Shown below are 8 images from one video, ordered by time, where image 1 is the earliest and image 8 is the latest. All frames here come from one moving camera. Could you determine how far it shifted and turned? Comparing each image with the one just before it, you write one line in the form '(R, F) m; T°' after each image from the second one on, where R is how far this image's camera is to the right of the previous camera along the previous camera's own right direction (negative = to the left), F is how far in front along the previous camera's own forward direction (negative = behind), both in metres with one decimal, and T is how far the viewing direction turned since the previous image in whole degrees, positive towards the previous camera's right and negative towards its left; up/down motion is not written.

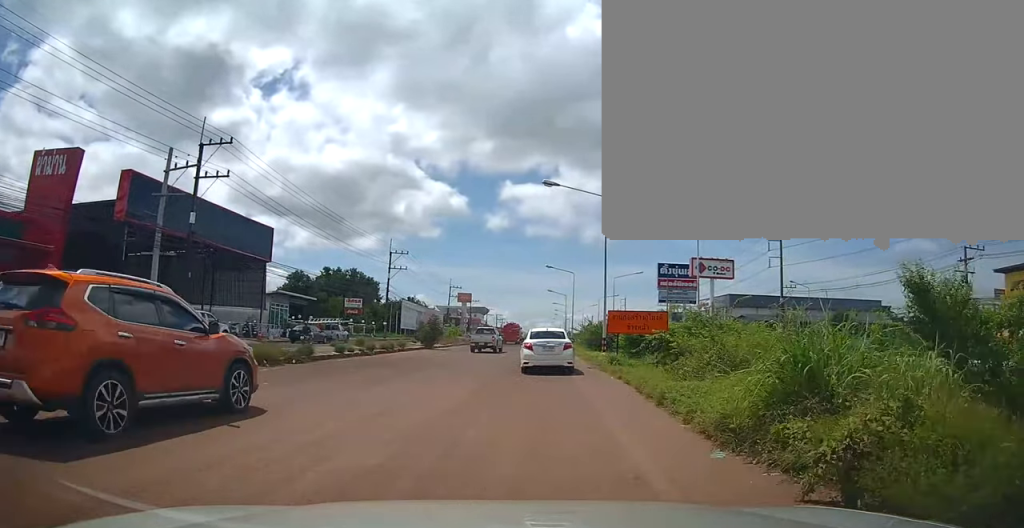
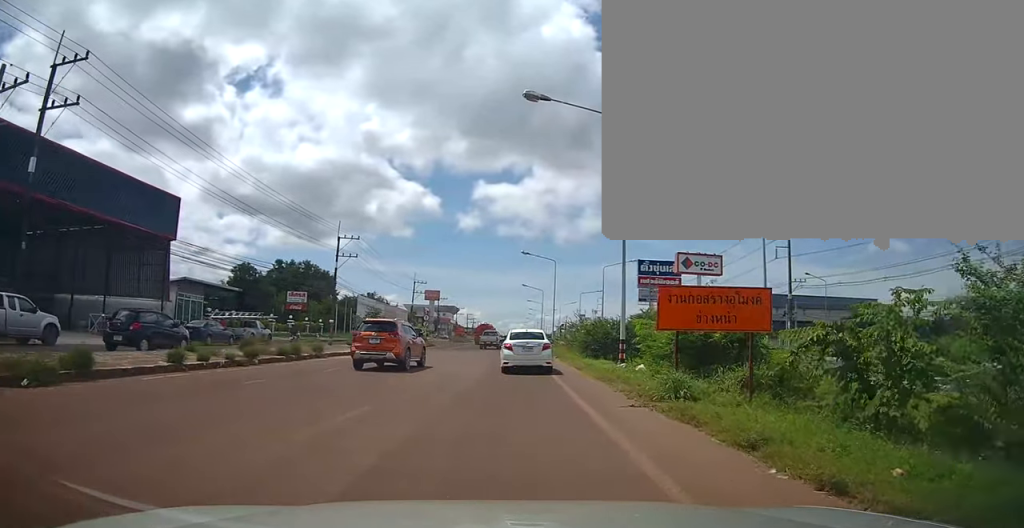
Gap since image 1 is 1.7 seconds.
(+0.3, +11.4) m; +1°
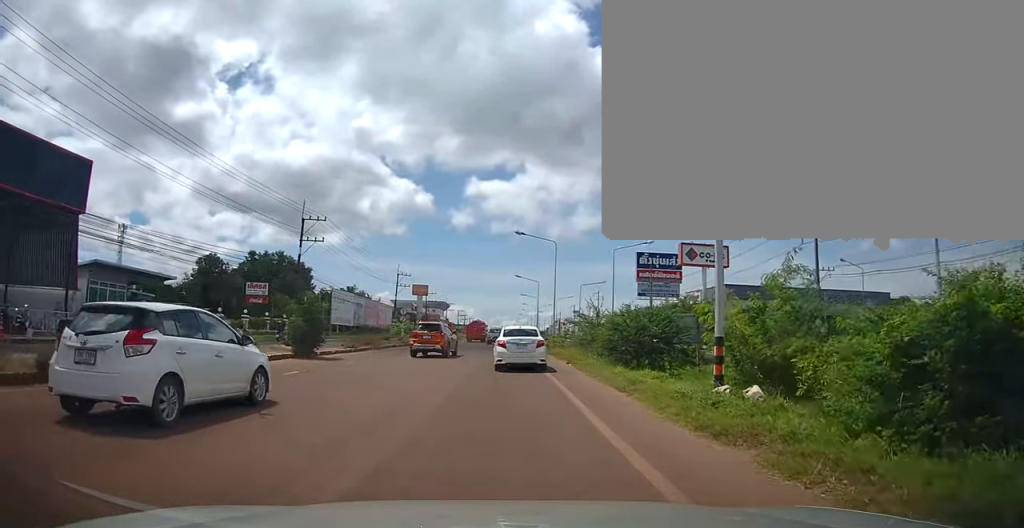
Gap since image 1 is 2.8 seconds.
(+0.2, +9.4) m; +5°
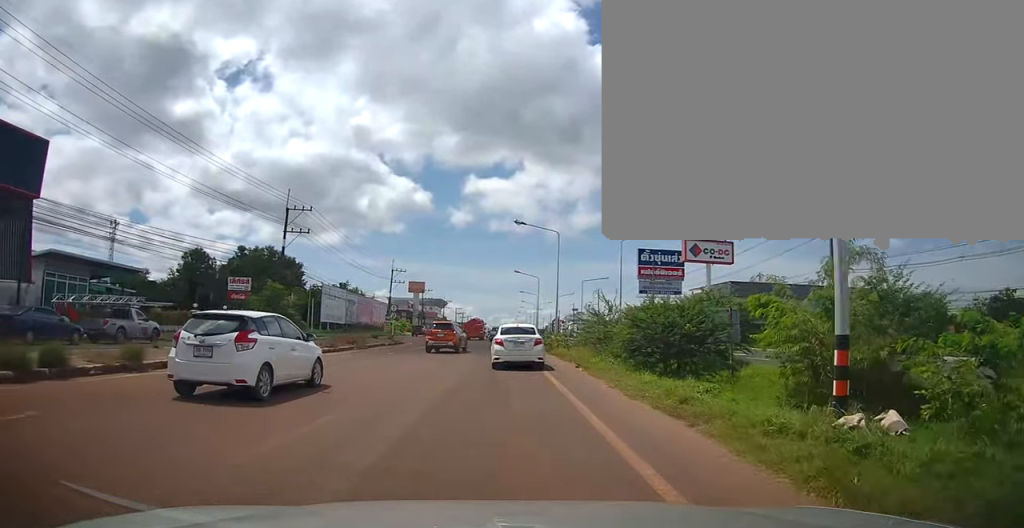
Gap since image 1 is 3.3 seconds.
(+0.2, +3.9) m; +2°
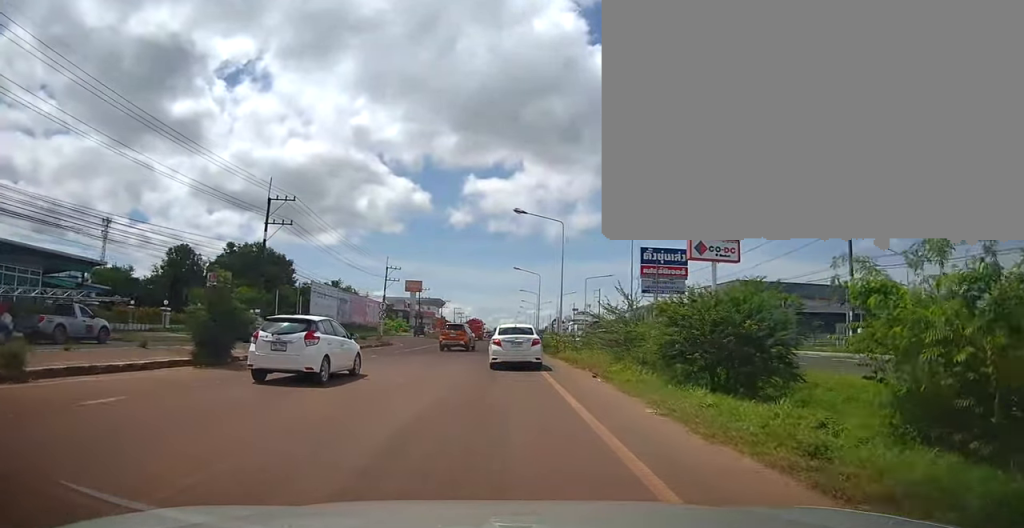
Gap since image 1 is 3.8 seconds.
(+0.1, +4.3) m; 0°
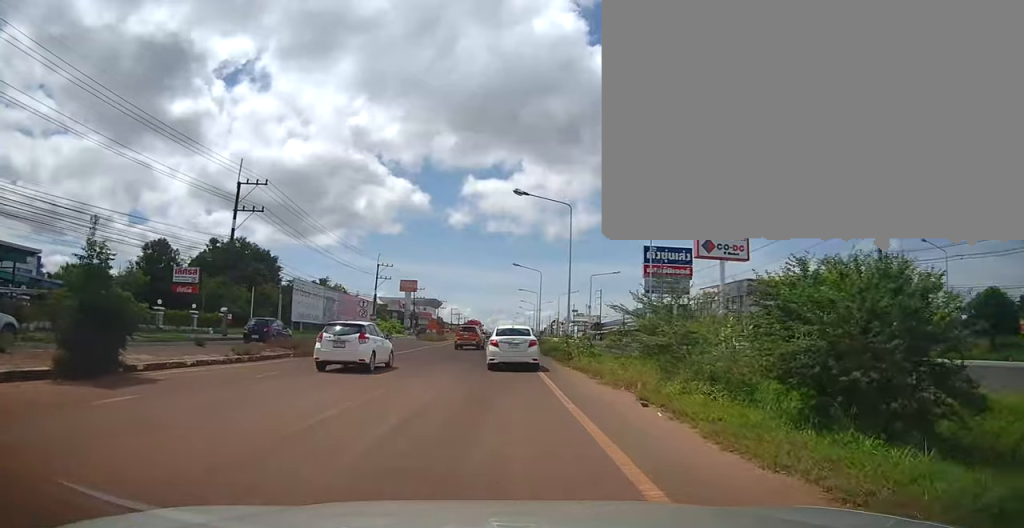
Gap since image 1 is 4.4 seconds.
(+0.2, +5.9) m; -3°
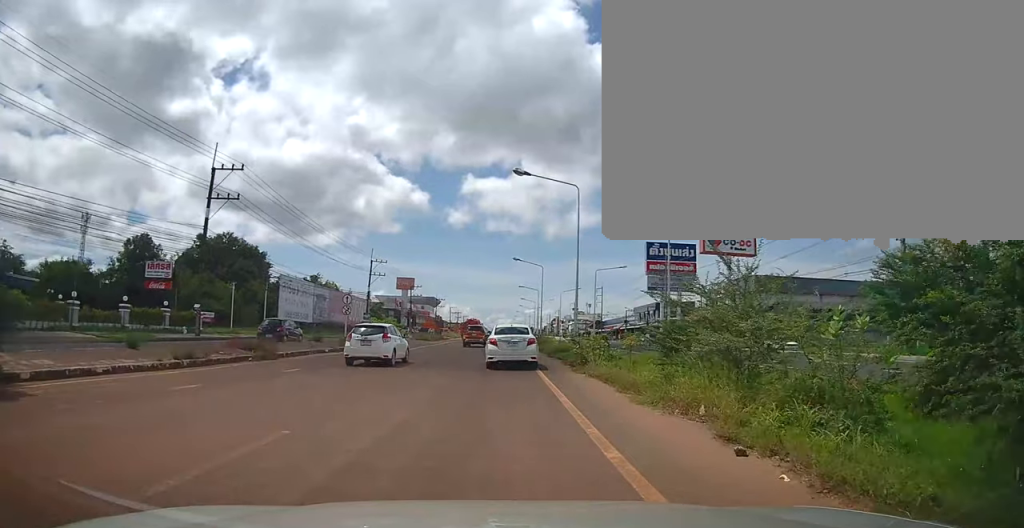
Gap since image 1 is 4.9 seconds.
(-0.3, +4.1) m; 0°
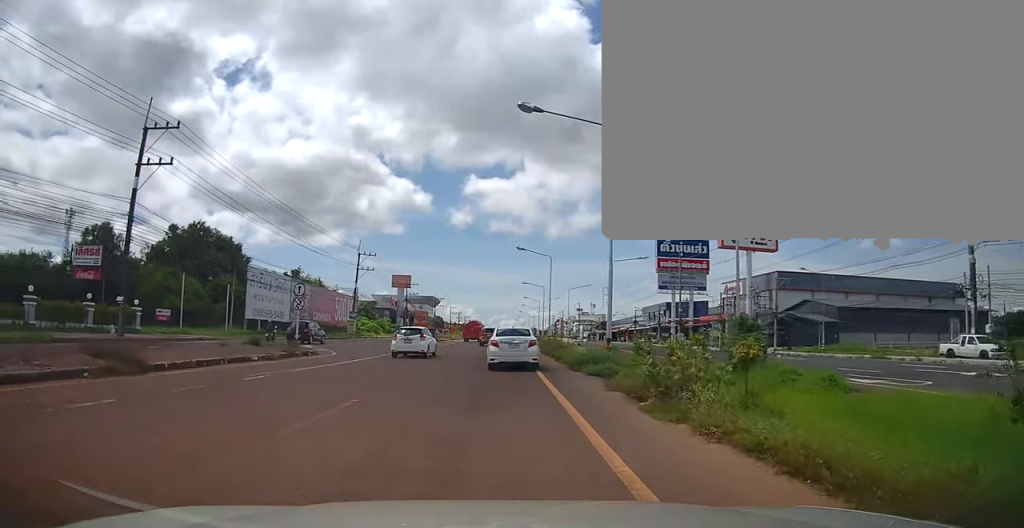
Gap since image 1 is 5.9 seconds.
(-0.1, +9.1) m; 0°
